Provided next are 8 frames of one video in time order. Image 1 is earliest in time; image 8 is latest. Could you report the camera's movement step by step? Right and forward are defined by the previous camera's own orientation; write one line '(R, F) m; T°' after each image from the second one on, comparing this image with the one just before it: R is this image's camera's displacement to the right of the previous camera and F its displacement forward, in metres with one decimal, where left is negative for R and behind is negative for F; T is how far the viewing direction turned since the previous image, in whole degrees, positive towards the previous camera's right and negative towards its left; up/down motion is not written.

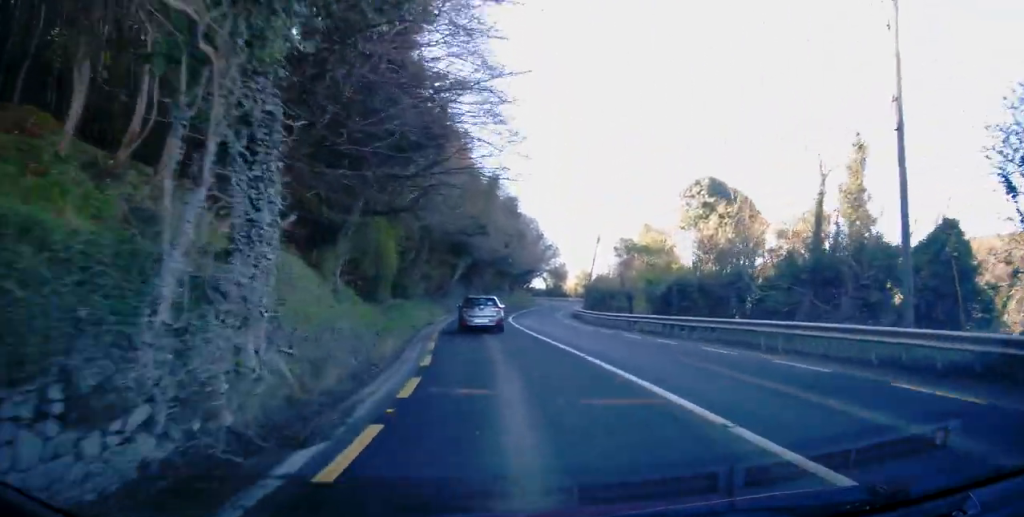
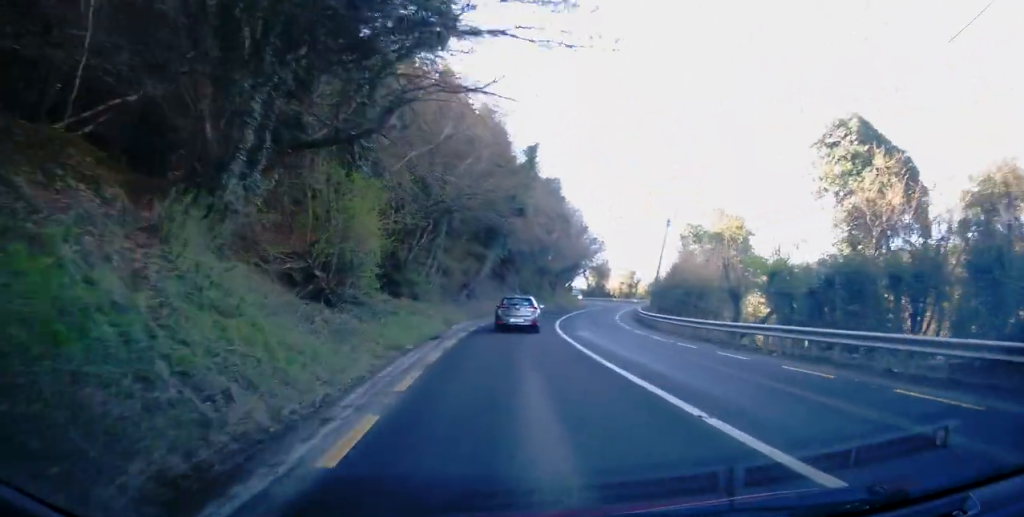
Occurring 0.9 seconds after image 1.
(-0.5, +11.2) m; -5°
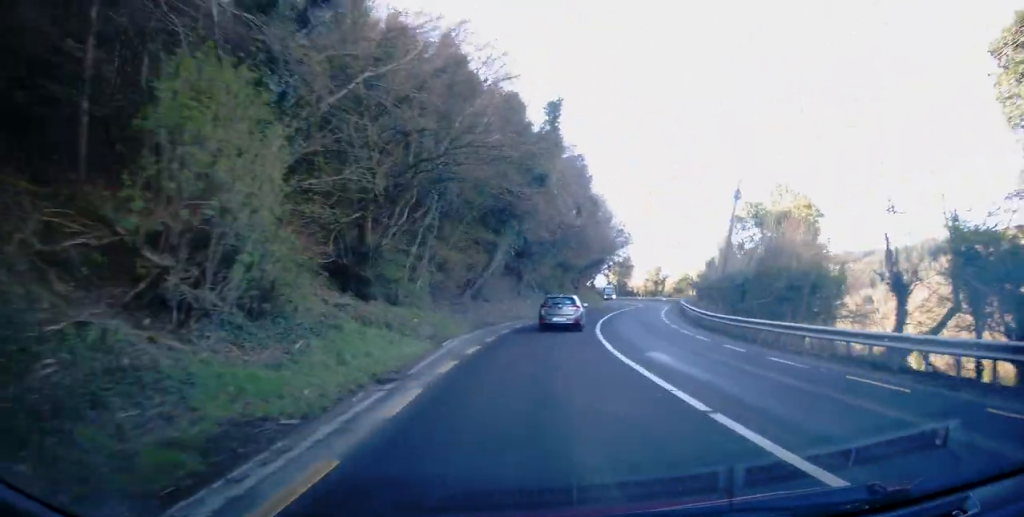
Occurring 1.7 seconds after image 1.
(-0.4, +9.5) m; -3°
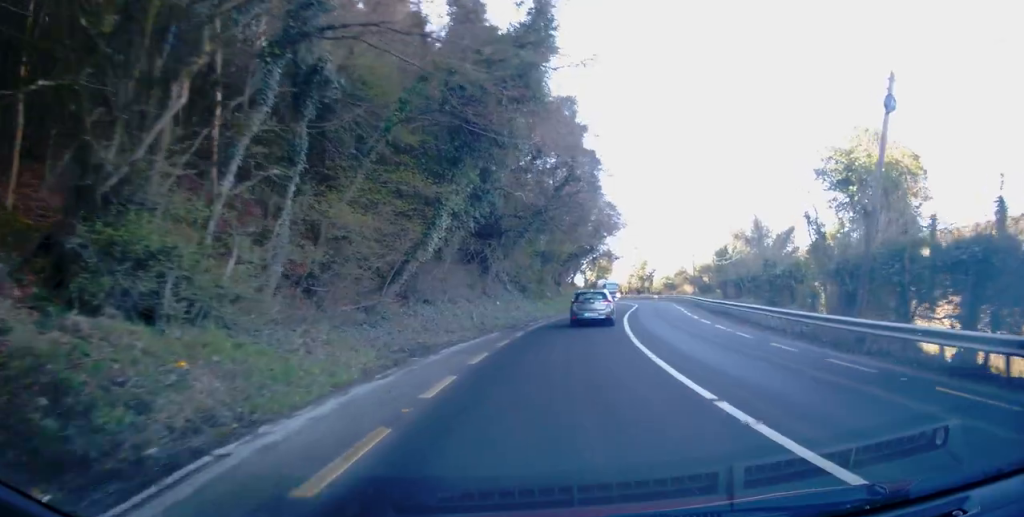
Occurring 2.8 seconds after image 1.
(0.0, +14.3) m; +2°
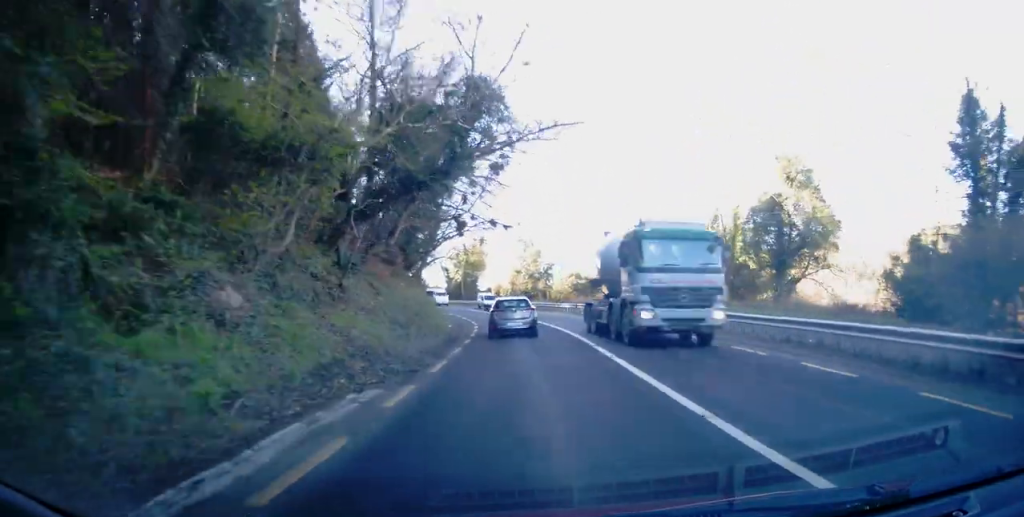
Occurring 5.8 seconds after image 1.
(+5.6, +36.1) m; +14°
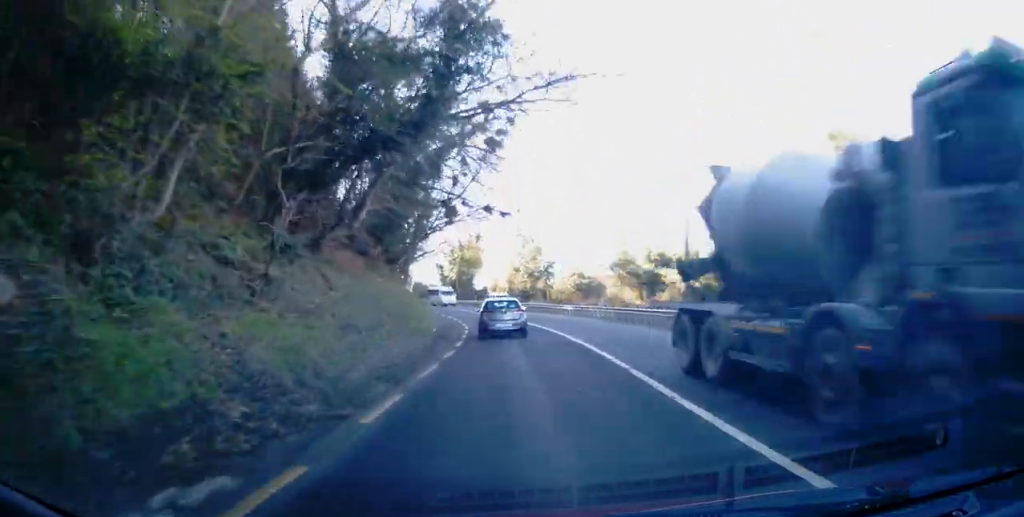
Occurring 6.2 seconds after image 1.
(0.0, +5.1) m; -1°
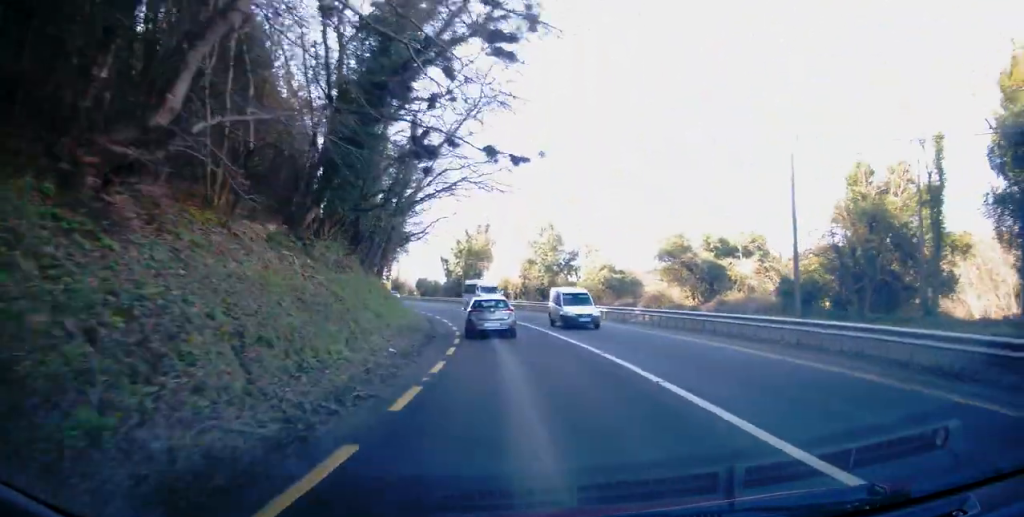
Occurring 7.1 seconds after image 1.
(-0.1, +11.0) m; -1°
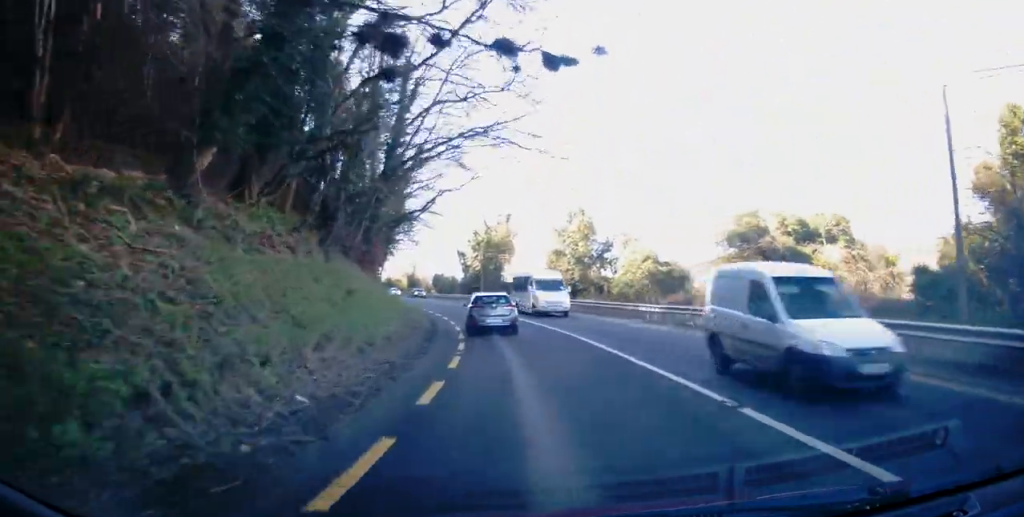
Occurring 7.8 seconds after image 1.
(-0.1, +7.5) m; -1°
